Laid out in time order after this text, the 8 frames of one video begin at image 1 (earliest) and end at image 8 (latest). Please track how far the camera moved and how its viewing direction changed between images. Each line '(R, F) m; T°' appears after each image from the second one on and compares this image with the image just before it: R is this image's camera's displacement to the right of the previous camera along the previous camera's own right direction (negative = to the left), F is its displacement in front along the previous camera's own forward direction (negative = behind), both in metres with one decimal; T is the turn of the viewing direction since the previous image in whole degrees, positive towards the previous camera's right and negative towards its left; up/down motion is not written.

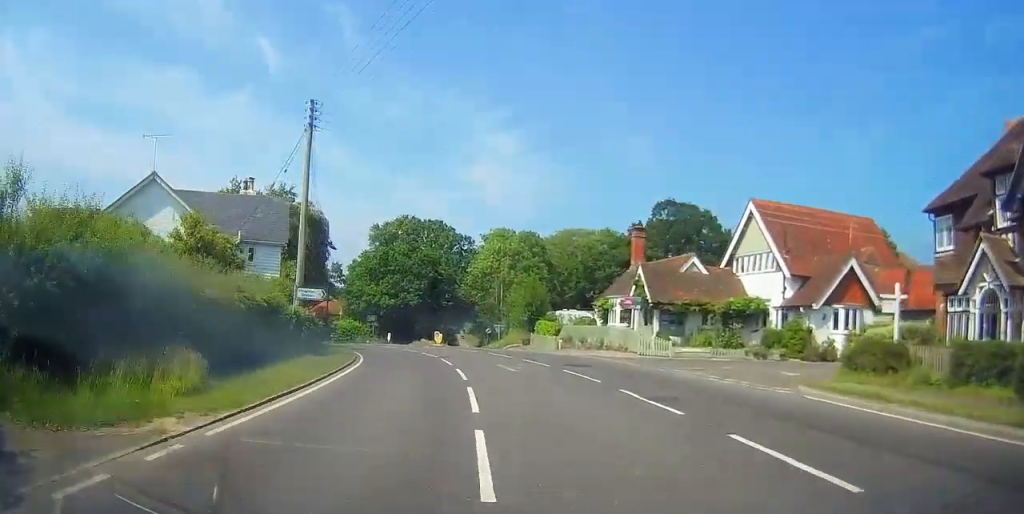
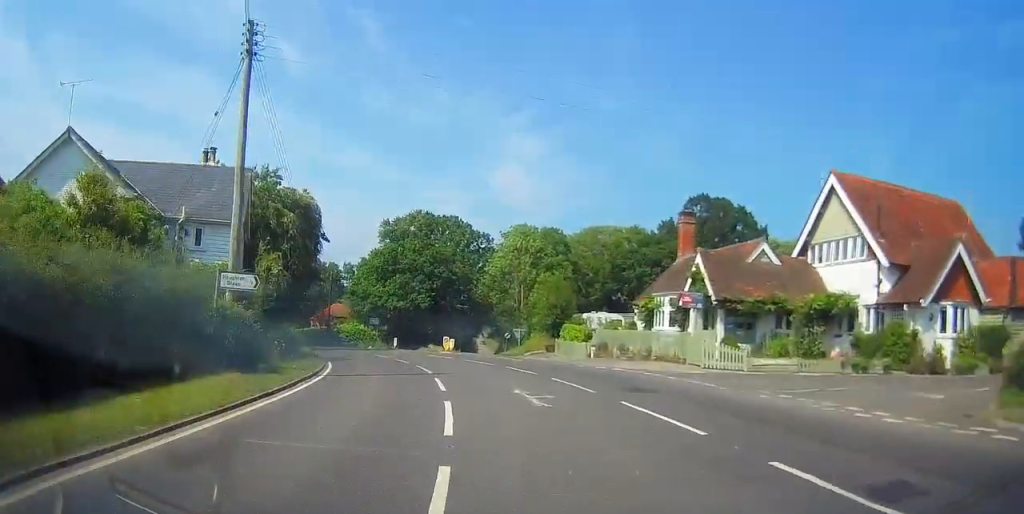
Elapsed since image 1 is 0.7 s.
(-0.2, +7.6) m; -3°
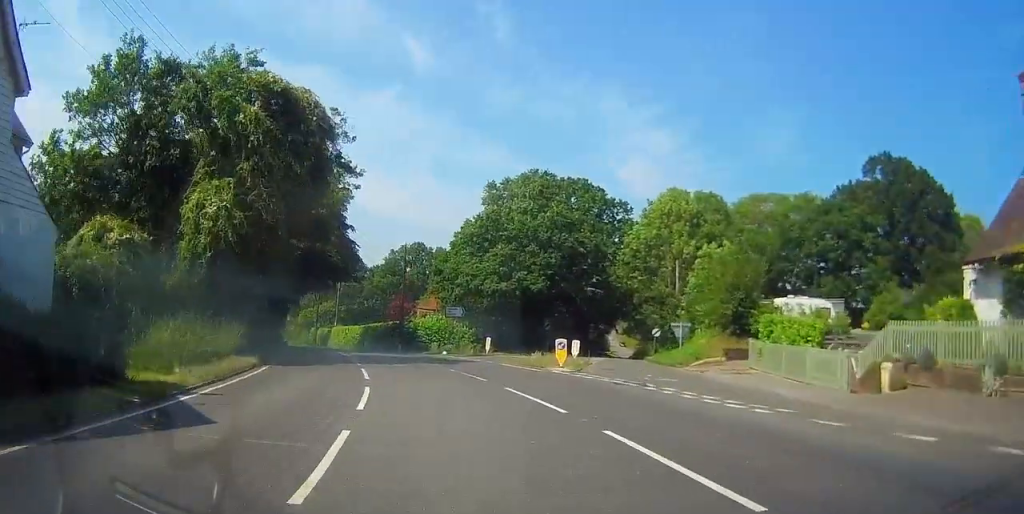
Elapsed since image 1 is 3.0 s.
(-1.7, +21.2) m; -11°
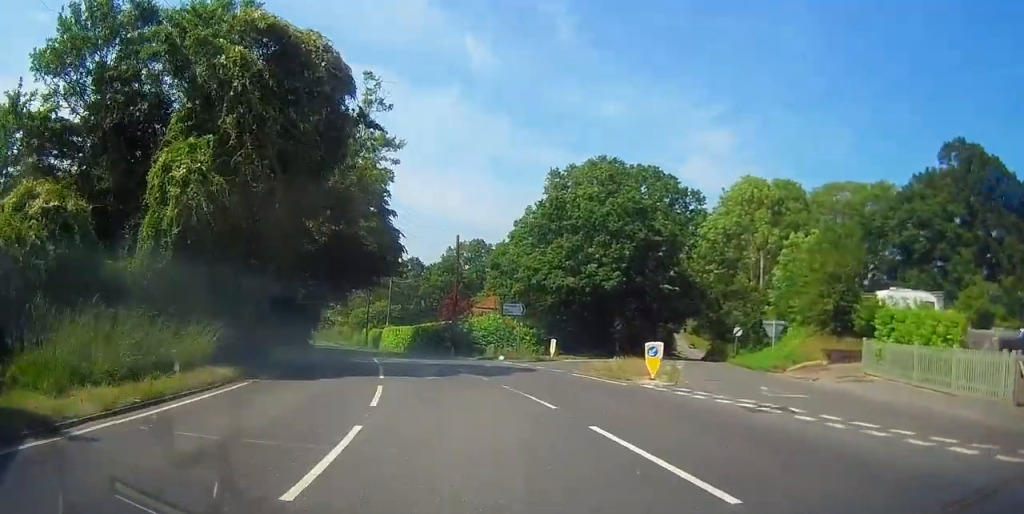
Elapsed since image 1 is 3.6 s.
(-0.3, +5.5) m; -2°
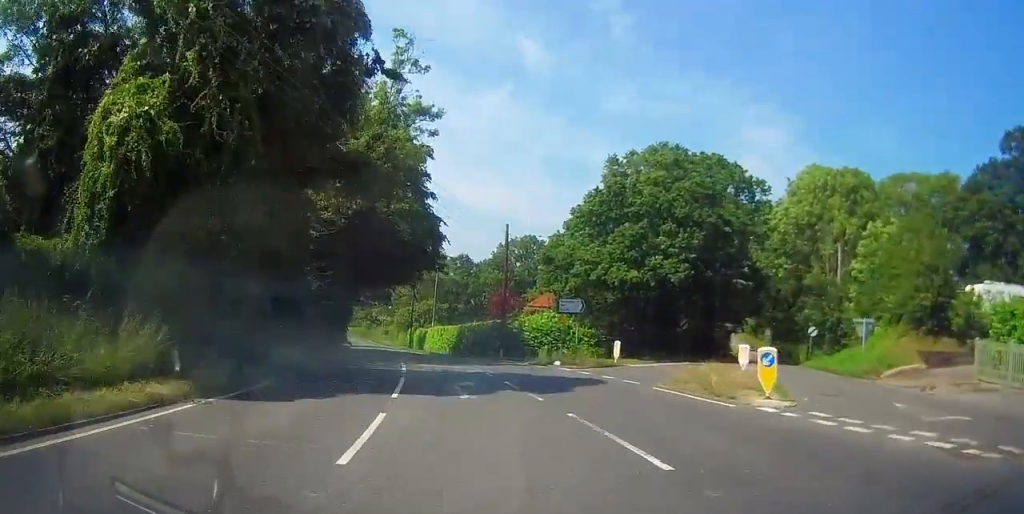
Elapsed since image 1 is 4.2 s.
(-0.1, +4.6) m; -1°
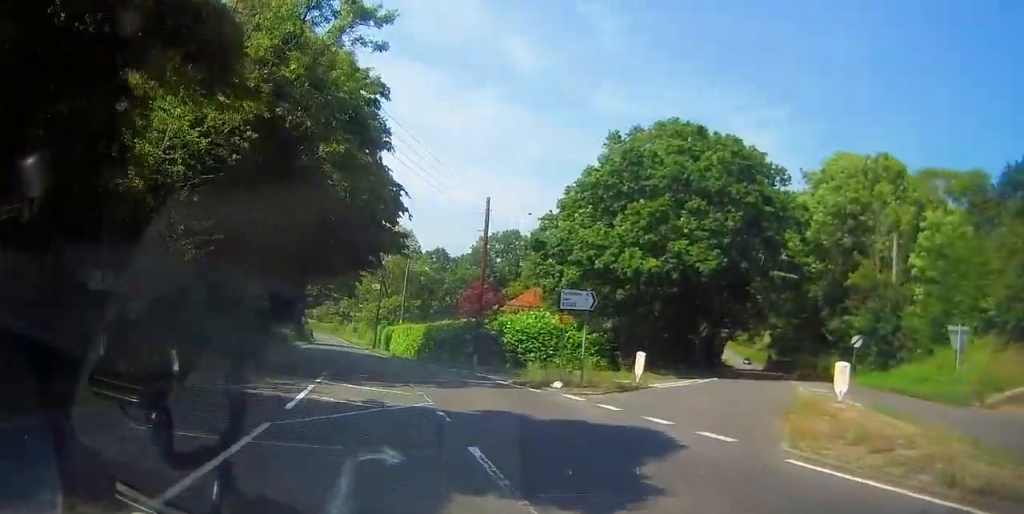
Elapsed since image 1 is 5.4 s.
(+0.3, +8.8) m; +7°
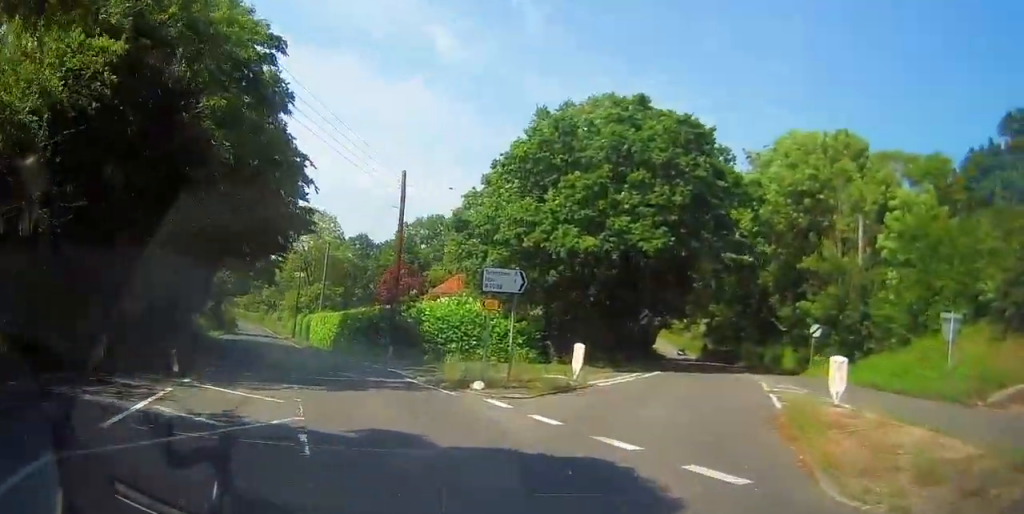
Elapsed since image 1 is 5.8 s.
(+0.1, +3.5) m; +5°
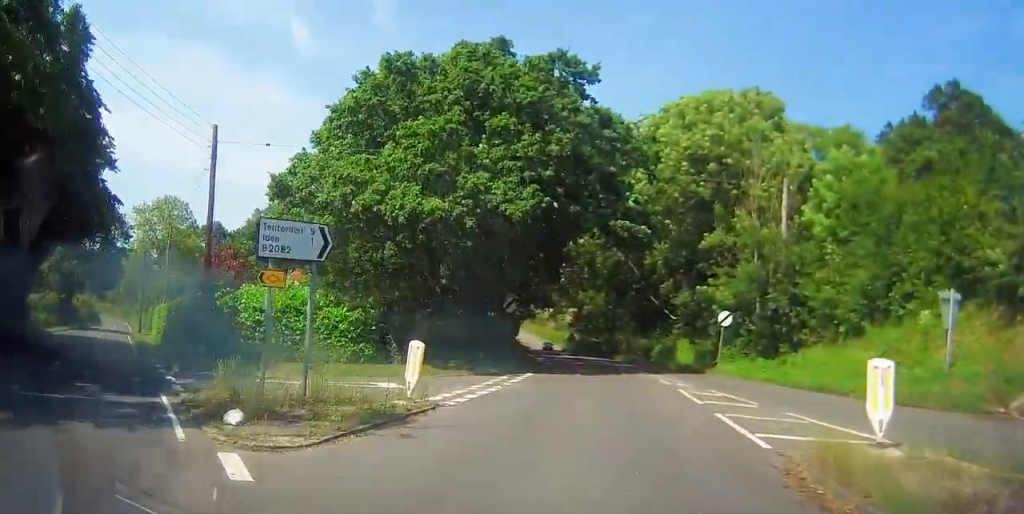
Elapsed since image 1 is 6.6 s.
(+0.5, +6.2) m; +6°
